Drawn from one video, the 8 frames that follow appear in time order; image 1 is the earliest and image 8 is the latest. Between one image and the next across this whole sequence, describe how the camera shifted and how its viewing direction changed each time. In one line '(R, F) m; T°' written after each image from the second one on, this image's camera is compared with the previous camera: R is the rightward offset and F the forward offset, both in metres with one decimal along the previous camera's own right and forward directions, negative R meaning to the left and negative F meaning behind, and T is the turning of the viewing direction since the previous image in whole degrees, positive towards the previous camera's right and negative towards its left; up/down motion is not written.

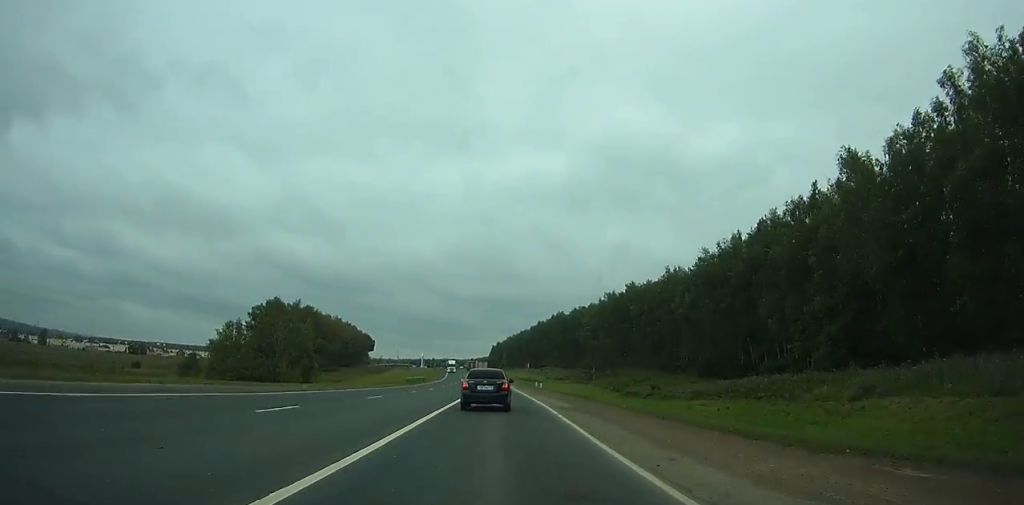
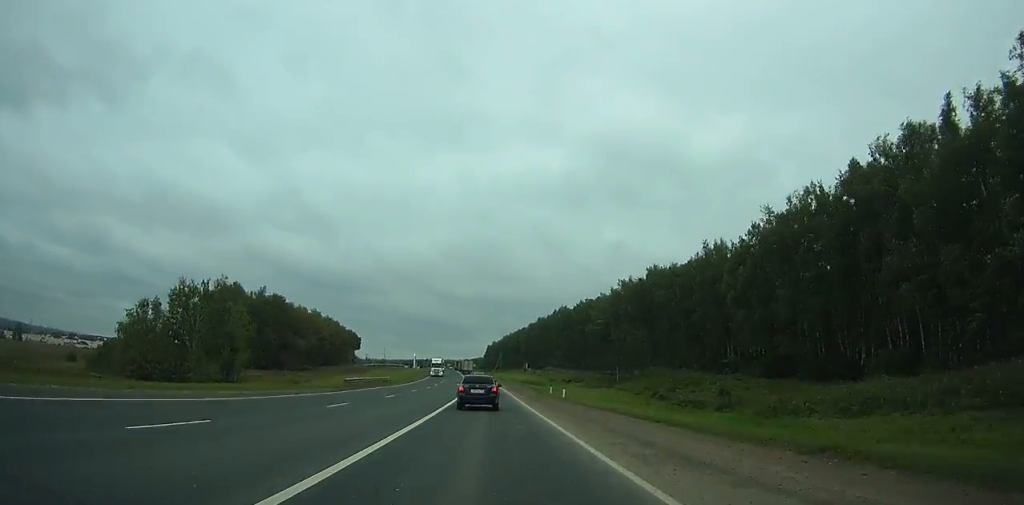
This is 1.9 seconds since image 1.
(-0.4, +30.4) m; -1°
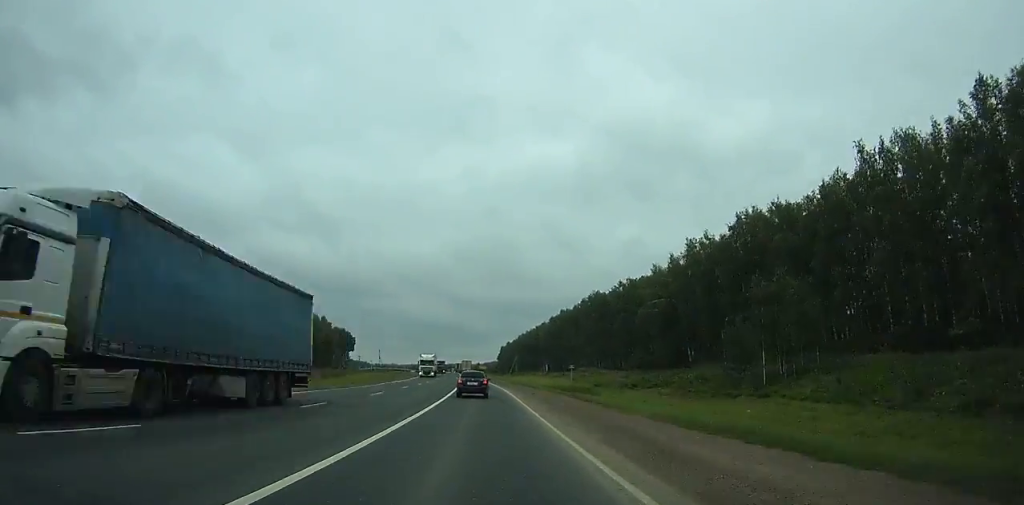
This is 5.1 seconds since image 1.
(-0.4, +52.5) m; -1°
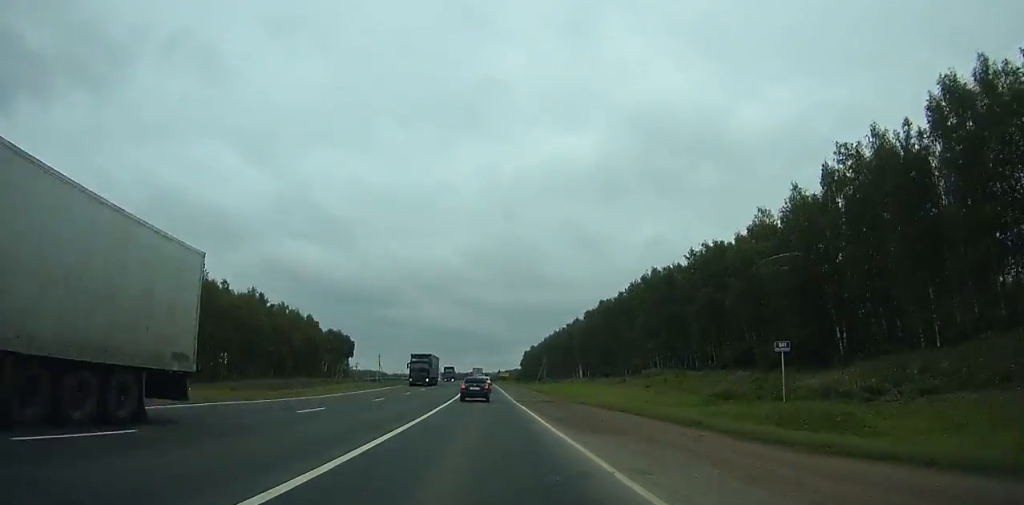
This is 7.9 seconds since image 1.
(-0.5, +48.2) m; -1°
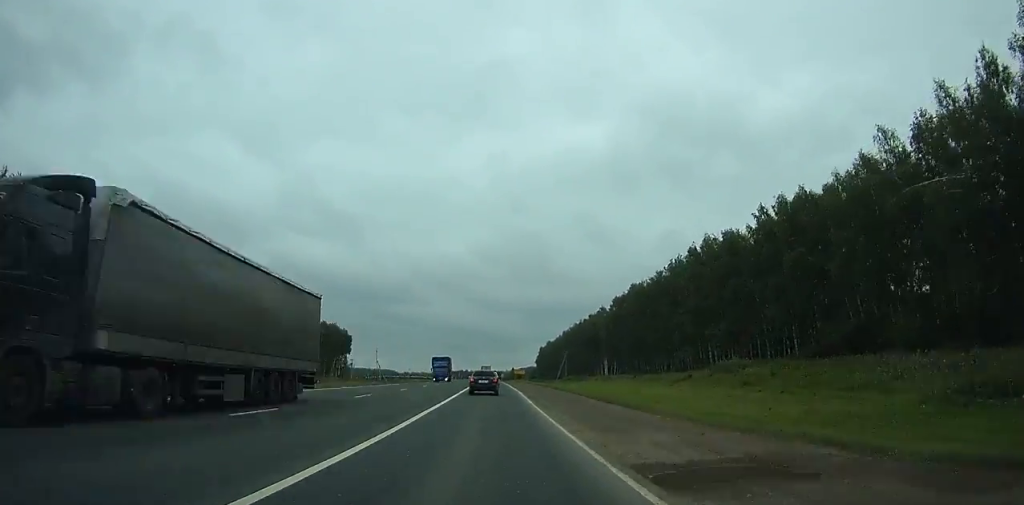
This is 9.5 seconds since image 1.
(-0.2, +28.5) m; -1°
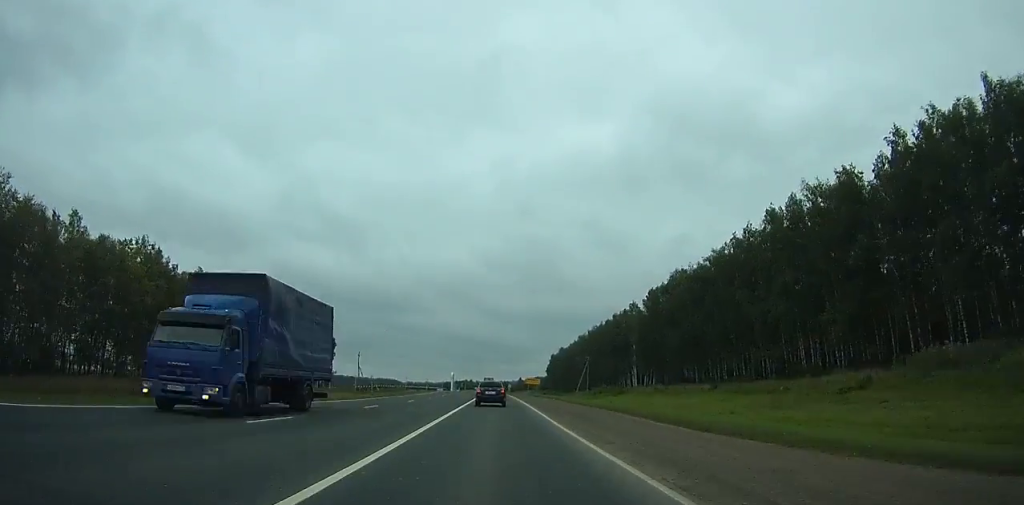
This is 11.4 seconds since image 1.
(-0.4, +34.8) m; -1°
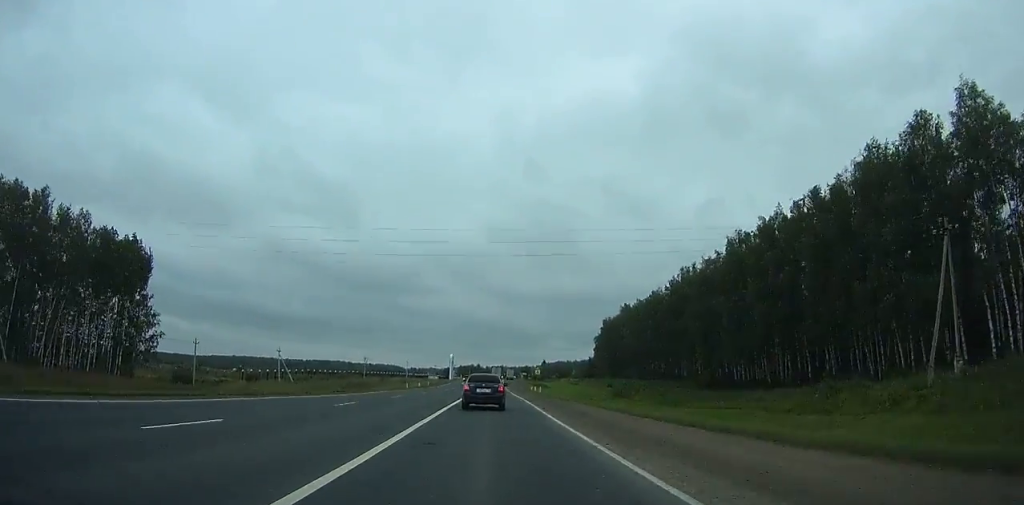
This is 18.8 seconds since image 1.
(-3.3, +136.5) m; -2°
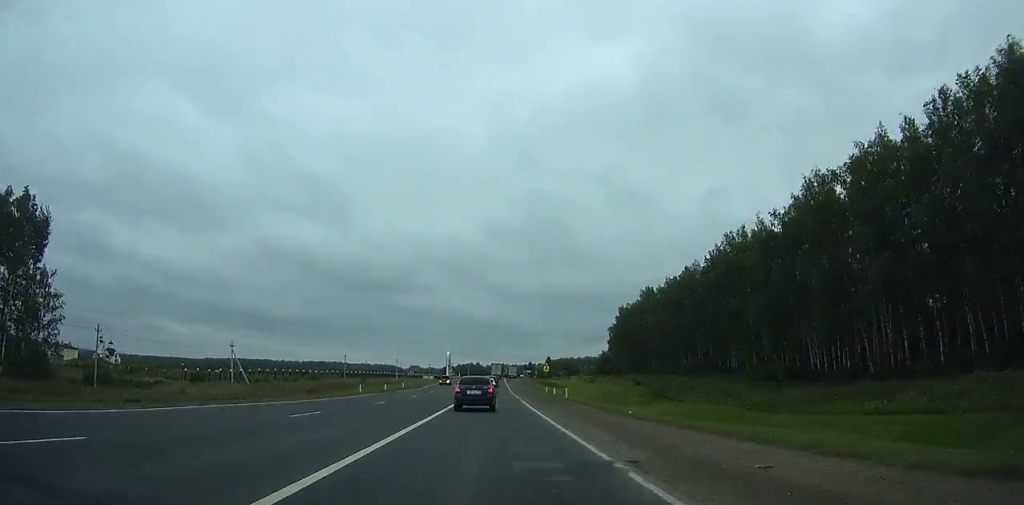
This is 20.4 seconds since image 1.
(-0.1, +28.6) m; 0°
